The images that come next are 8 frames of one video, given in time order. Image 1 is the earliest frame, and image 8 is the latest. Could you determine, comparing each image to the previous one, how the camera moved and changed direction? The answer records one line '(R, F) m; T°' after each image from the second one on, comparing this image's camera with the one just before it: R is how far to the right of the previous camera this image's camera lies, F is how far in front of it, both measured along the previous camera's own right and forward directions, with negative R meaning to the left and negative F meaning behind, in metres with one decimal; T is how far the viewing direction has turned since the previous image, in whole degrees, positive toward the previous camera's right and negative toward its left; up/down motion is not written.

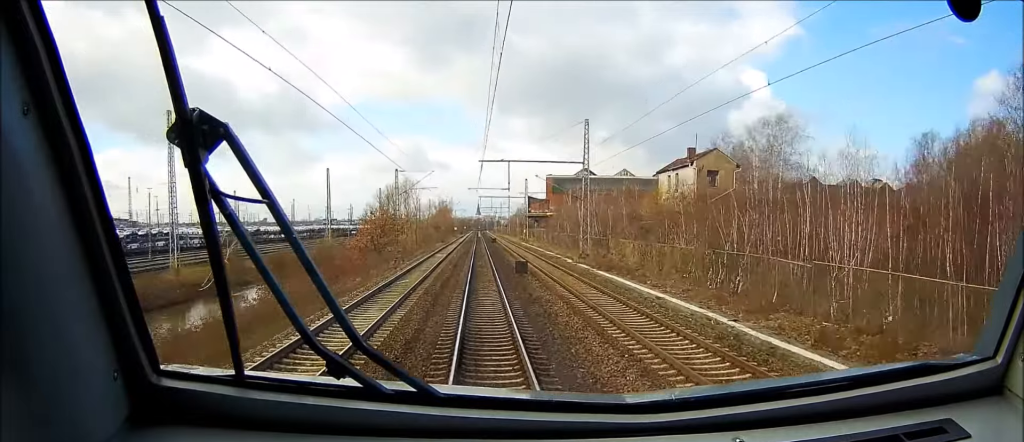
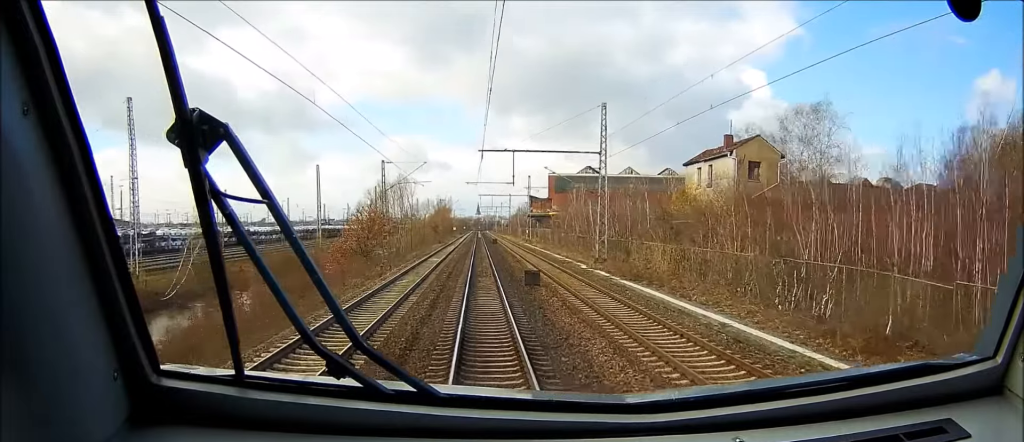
(+0.2, +8.7) m; 0°
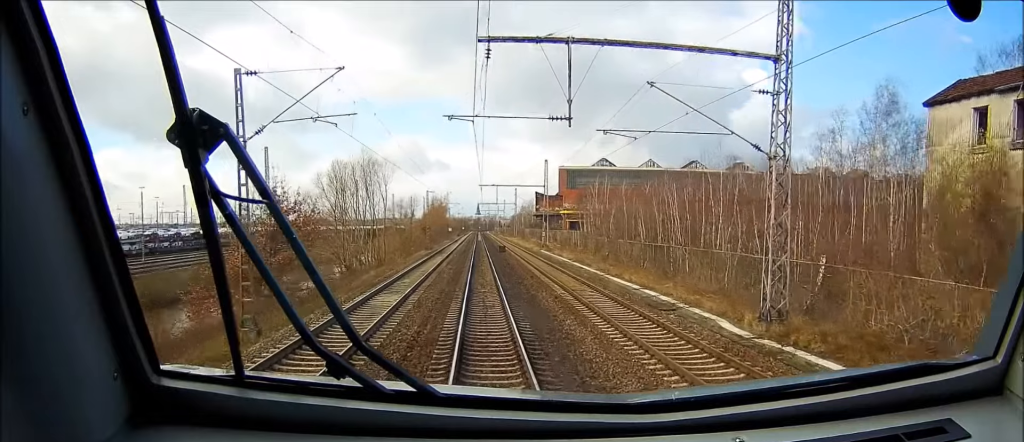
(-0.3, +31.5) m; -1°
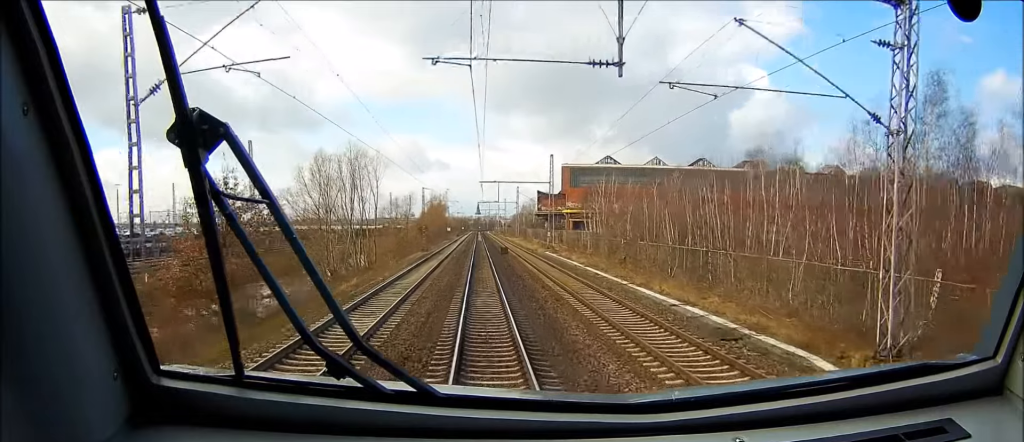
(0.0, +7.6) m; 0°
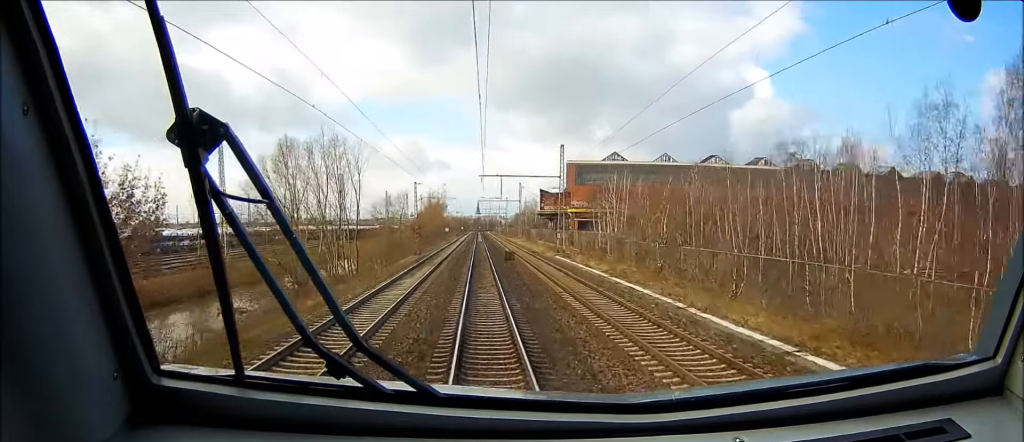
(0.0, +10.8) m; -1°
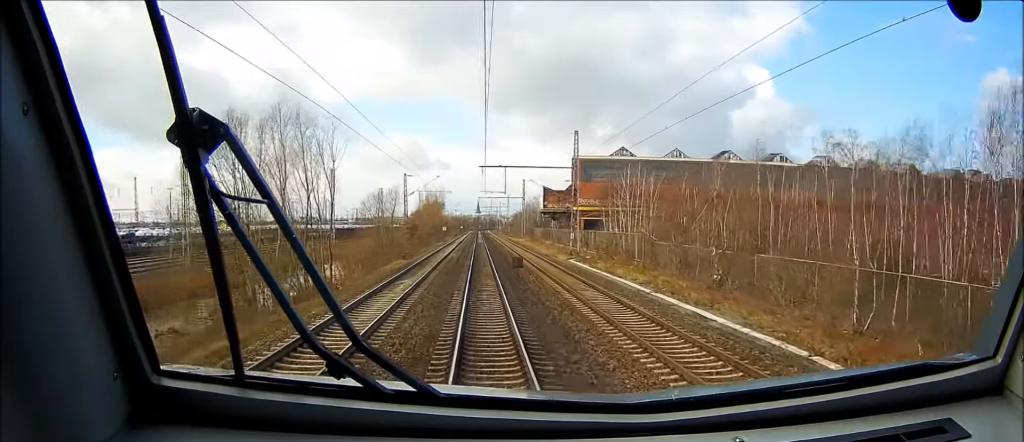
(0.0, +10.7) m; -1°
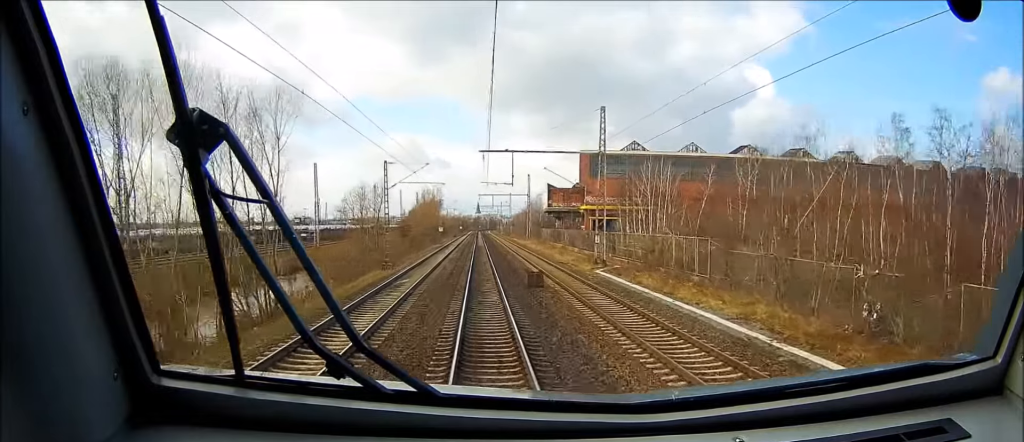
(-0.3, +14.3) m; -1°
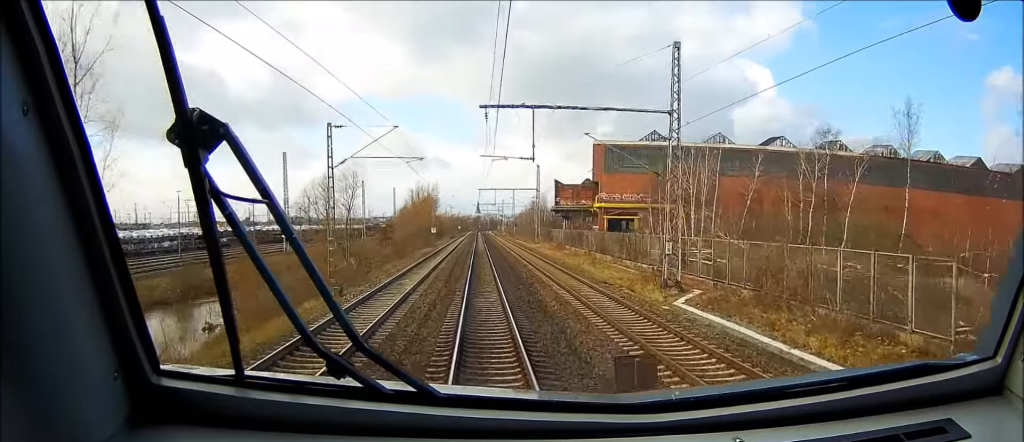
(+0.2, +19.8) m; +1°
